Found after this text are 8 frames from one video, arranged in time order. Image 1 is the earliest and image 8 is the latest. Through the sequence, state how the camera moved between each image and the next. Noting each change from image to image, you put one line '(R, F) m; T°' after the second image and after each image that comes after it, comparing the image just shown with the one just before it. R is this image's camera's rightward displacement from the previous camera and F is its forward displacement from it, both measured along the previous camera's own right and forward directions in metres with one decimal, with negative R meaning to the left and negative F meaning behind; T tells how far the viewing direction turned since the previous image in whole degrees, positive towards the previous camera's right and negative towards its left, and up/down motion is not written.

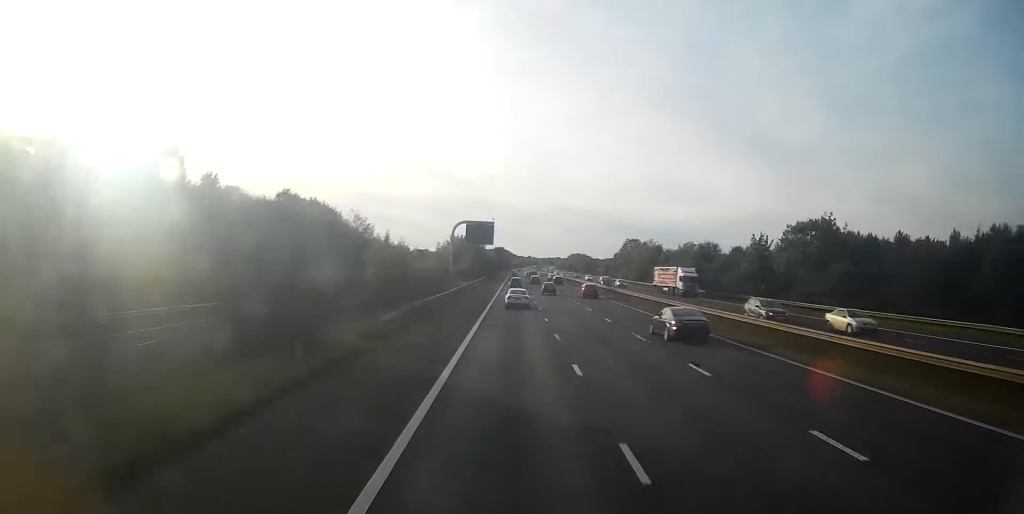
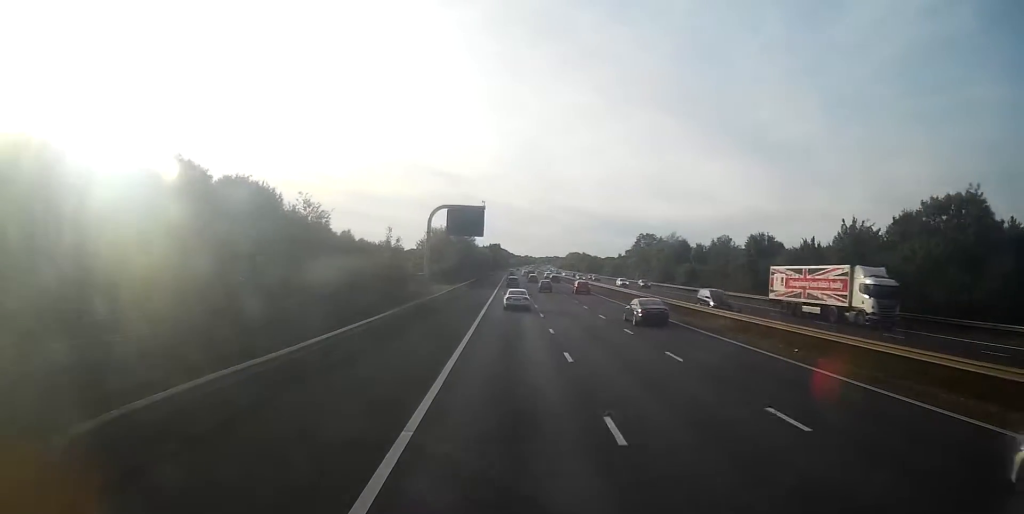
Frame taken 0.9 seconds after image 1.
(0.0, +24.8) m; 0°
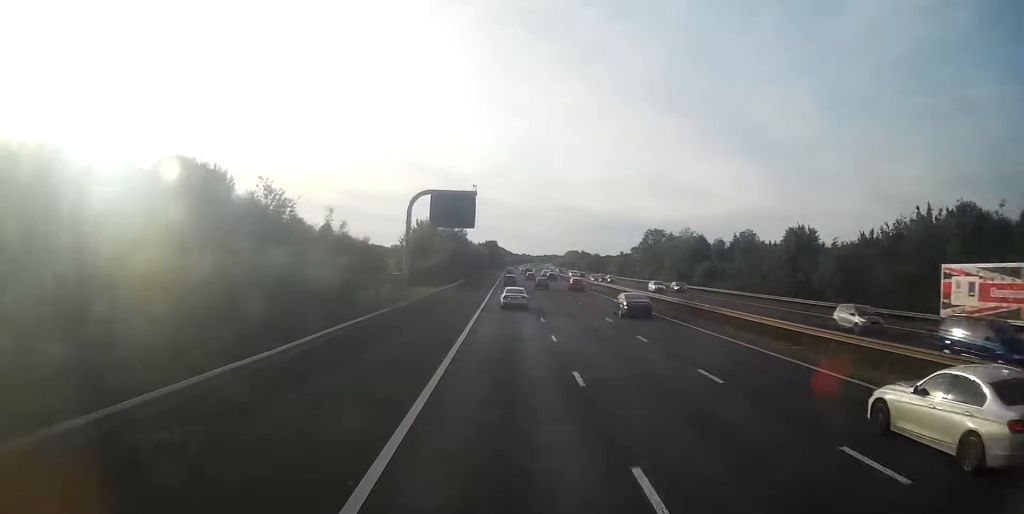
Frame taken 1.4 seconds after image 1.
(0.0, +12.9) m; 0°
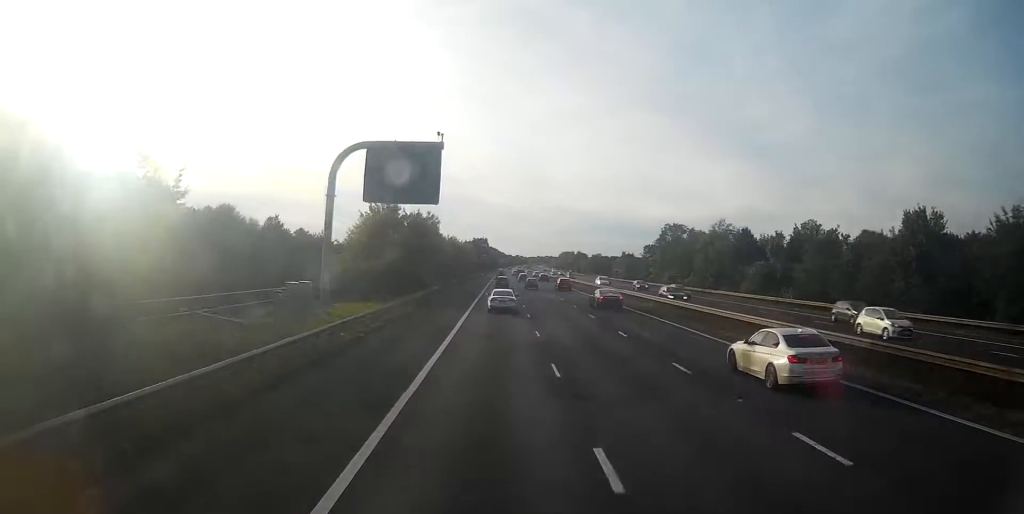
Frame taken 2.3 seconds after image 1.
(0.0, +24.7) m; +1°
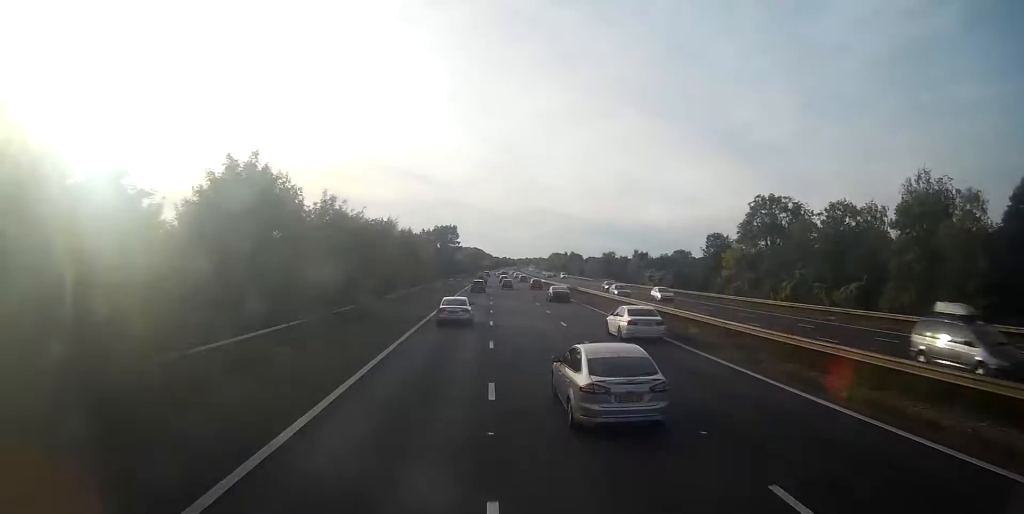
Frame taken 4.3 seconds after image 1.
(+1.0, +55.9) m; +2°
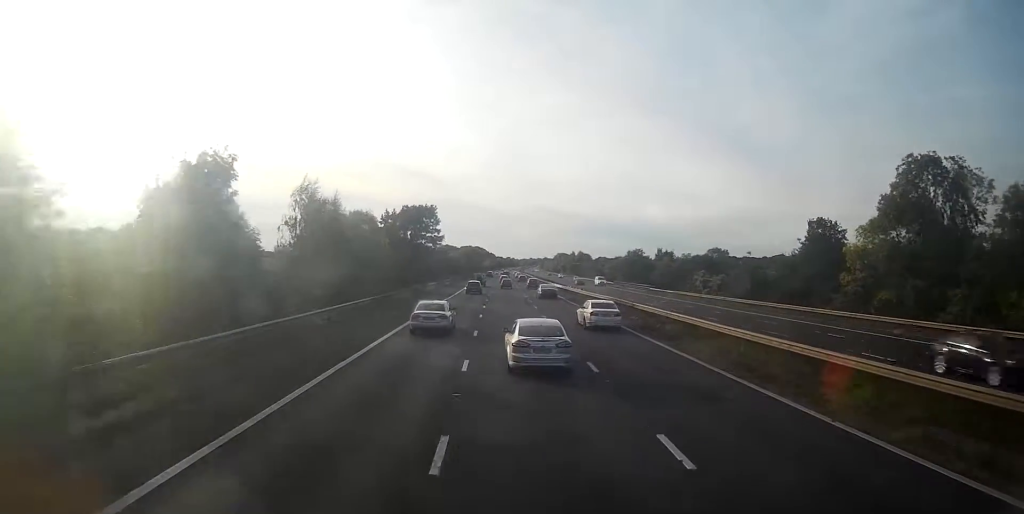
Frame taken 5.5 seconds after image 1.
(+0.4, +32.1) m; -1°
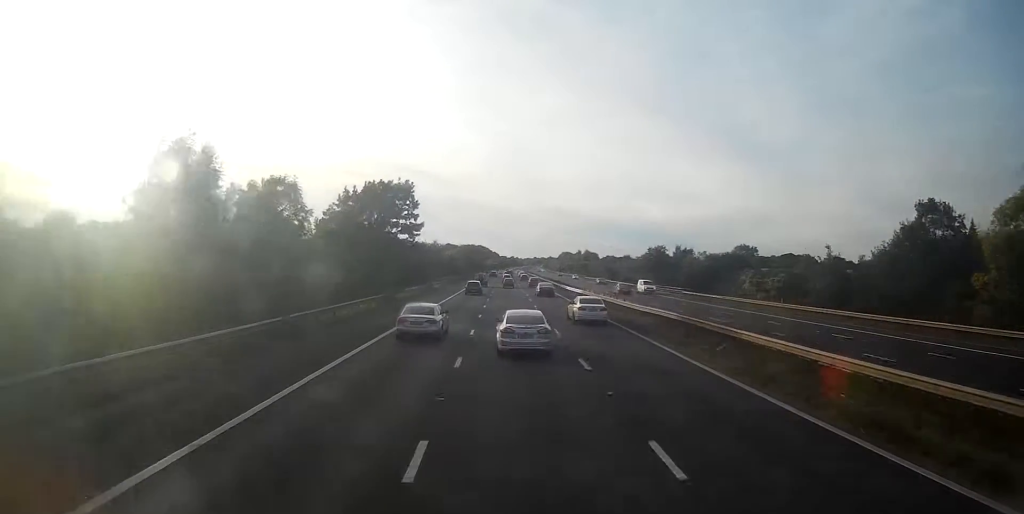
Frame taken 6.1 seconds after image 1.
(-0.4, +18.4) m; -1°
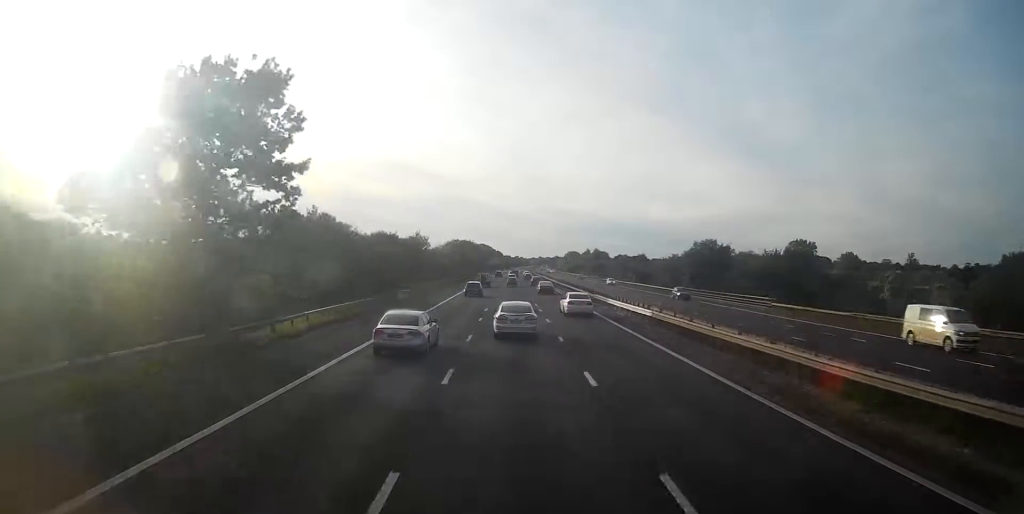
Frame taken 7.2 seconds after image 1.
(-0.1, +29.5) m; 0°
